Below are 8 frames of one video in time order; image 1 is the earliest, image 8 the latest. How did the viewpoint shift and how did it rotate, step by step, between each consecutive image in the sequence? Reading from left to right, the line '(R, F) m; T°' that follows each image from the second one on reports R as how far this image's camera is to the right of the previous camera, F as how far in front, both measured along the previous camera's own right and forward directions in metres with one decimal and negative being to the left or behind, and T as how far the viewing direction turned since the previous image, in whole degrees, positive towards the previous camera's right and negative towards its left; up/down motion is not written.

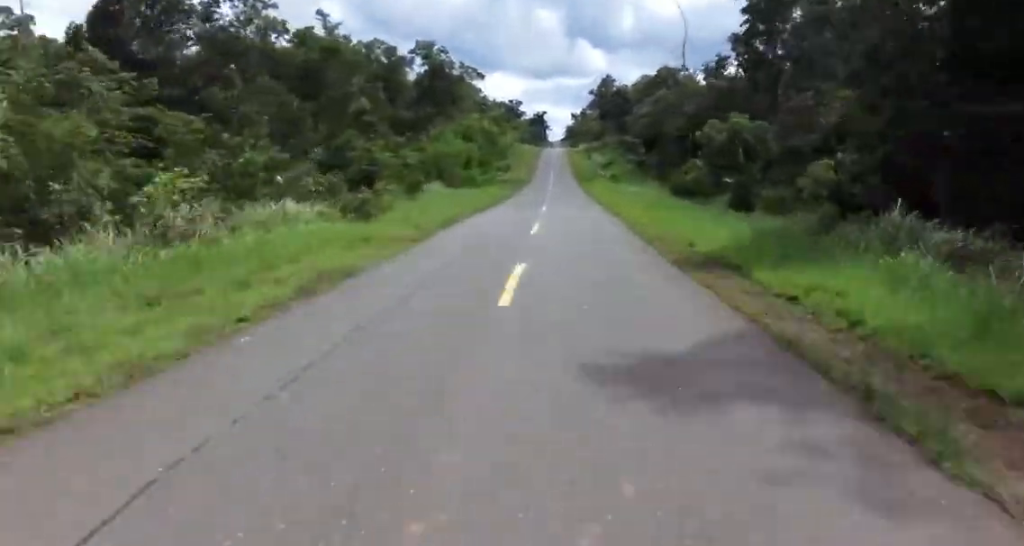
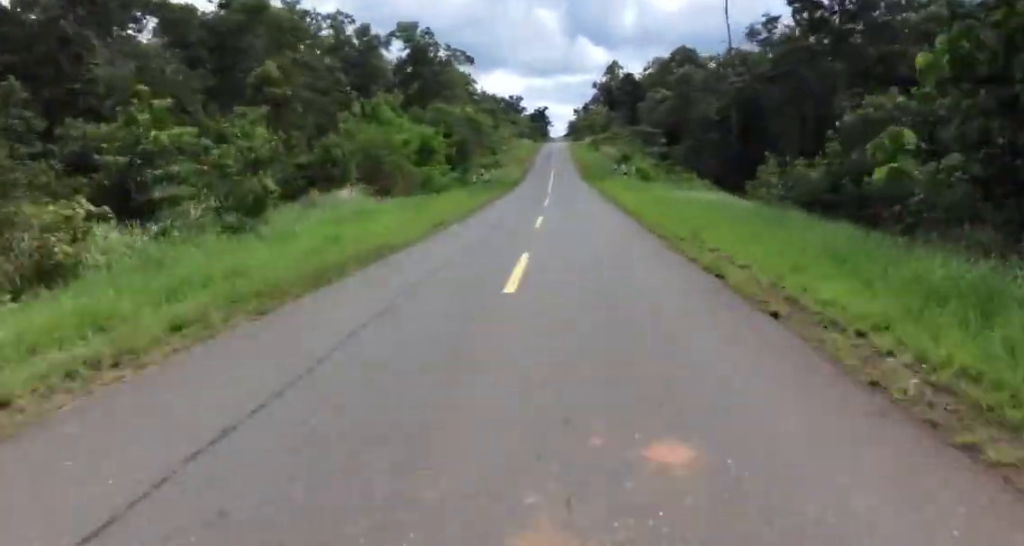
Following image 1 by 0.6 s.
(-0.5, +15.5) m; 0°
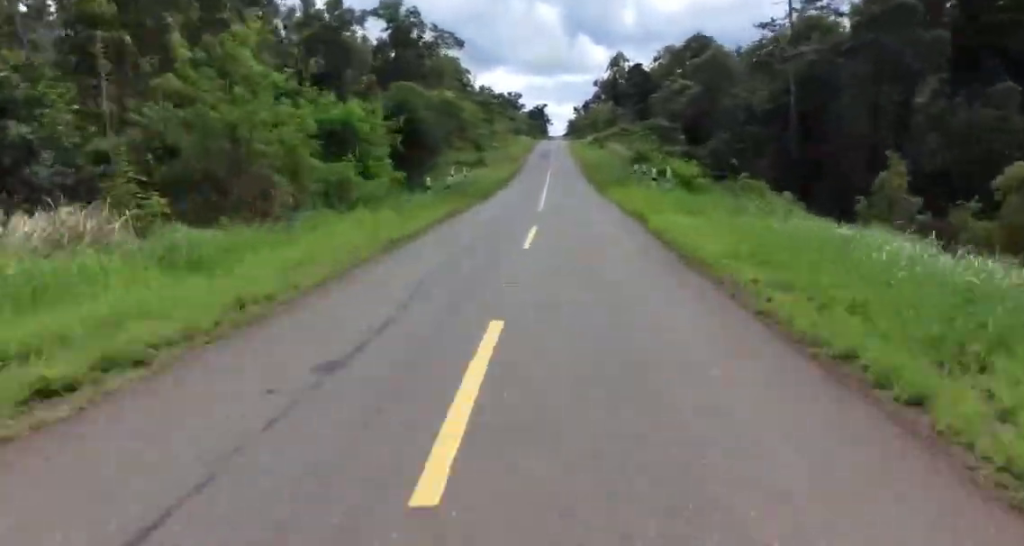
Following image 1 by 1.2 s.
(+0.5, +13.0) m; 0°
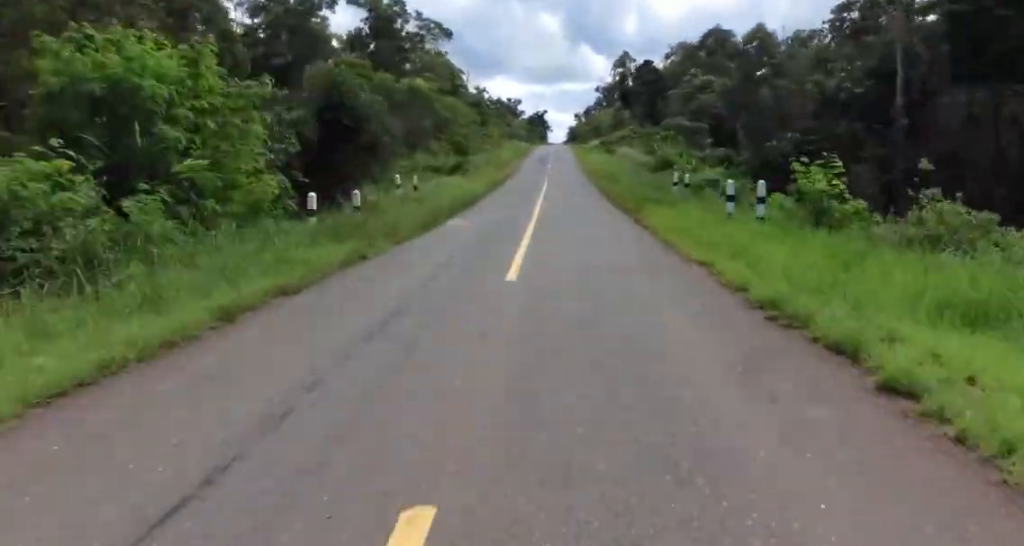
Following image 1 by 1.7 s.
(+0.3, +12.2) m; 0°
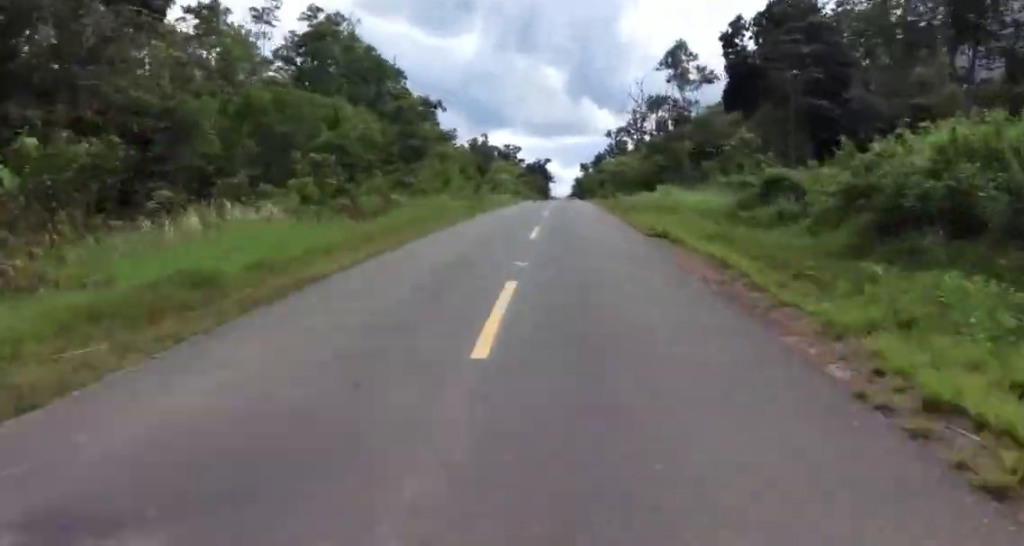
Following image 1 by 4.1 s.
(-0.3, +59.7) m; +1°
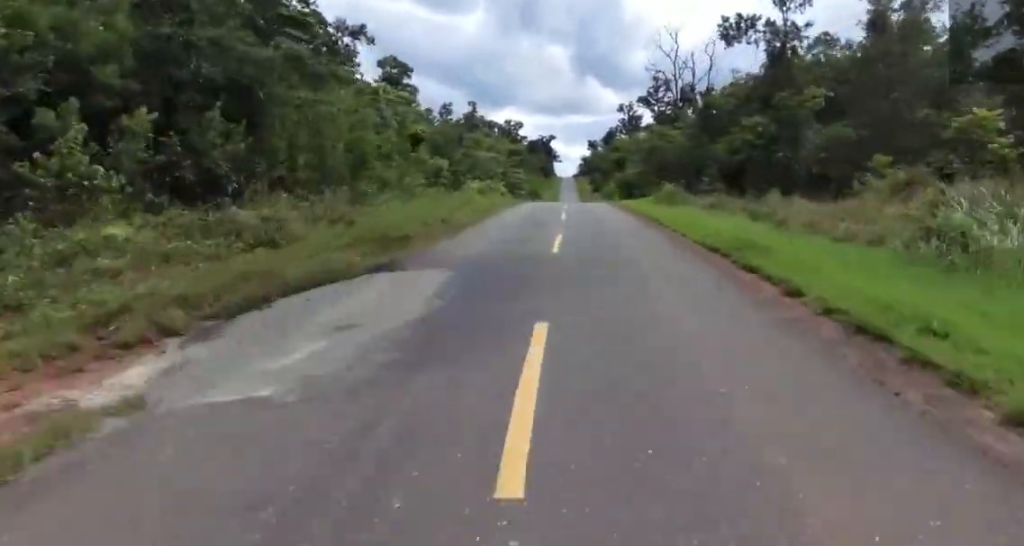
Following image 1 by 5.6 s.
(+0.1, +34.8) m; +2°
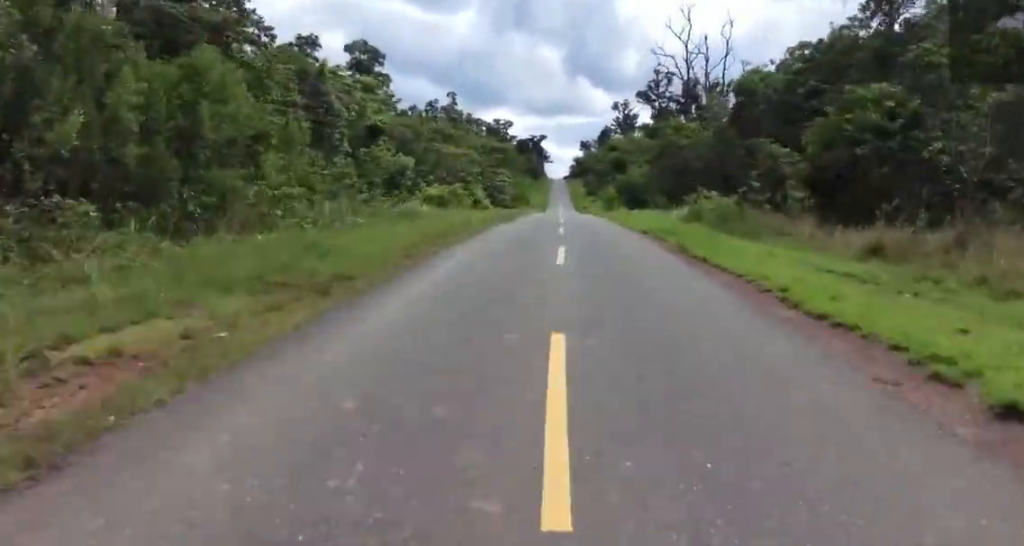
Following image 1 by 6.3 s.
(+0.5, +17.2) m; -2°
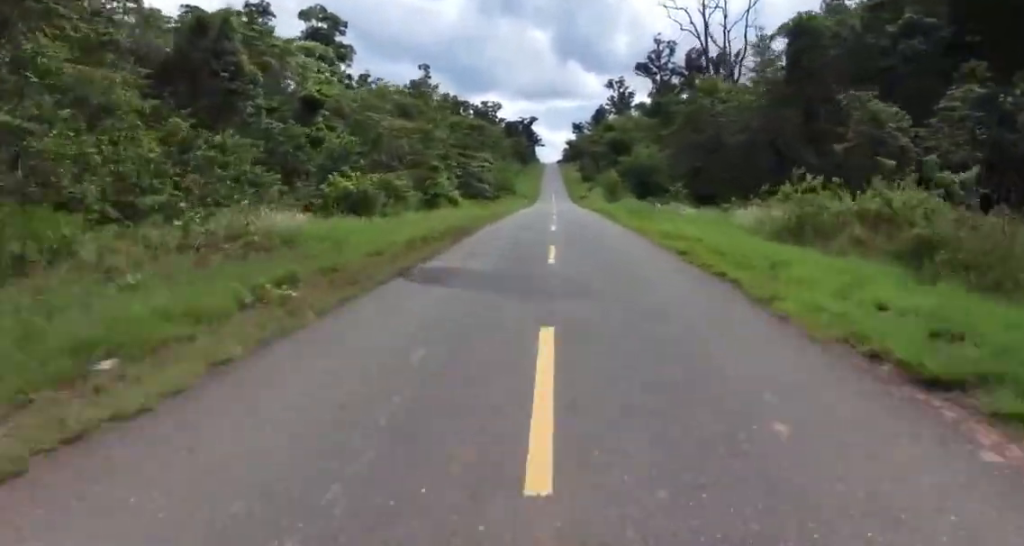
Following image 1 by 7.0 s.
(-0.3, +16.4) m; -1°
